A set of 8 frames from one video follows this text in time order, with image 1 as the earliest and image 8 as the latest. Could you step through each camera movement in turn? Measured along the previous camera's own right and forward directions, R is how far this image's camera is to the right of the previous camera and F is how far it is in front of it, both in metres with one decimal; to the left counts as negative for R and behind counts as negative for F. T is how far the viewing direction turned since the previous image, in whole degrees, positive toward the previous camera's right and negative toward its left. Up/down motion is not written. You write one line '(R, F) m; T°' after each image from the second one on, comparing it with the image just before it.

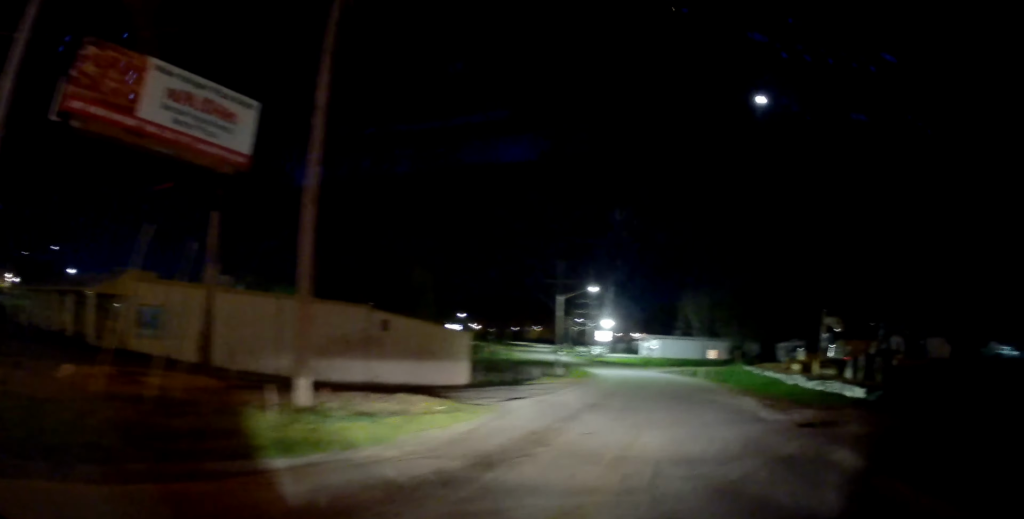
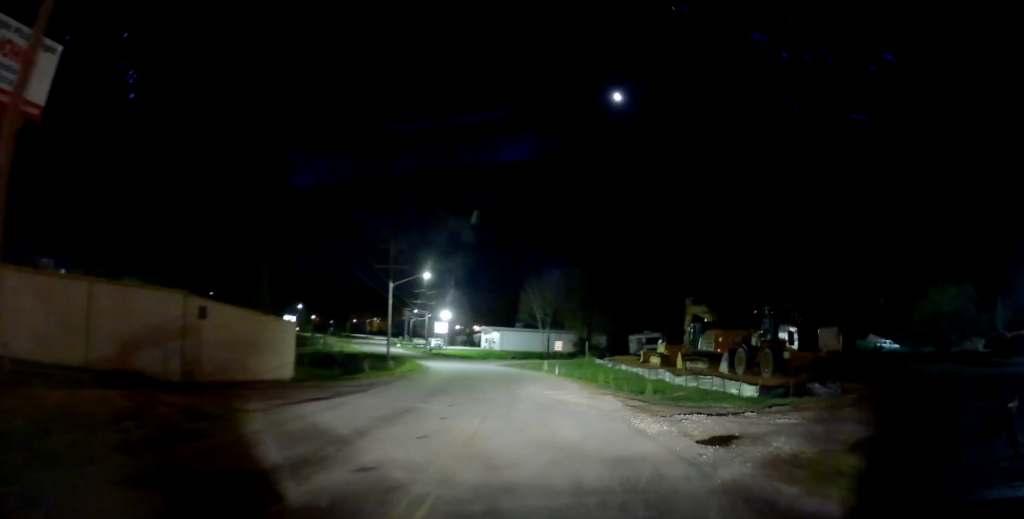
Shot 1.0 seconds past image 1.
(+0.3, +4.4) m; +25°
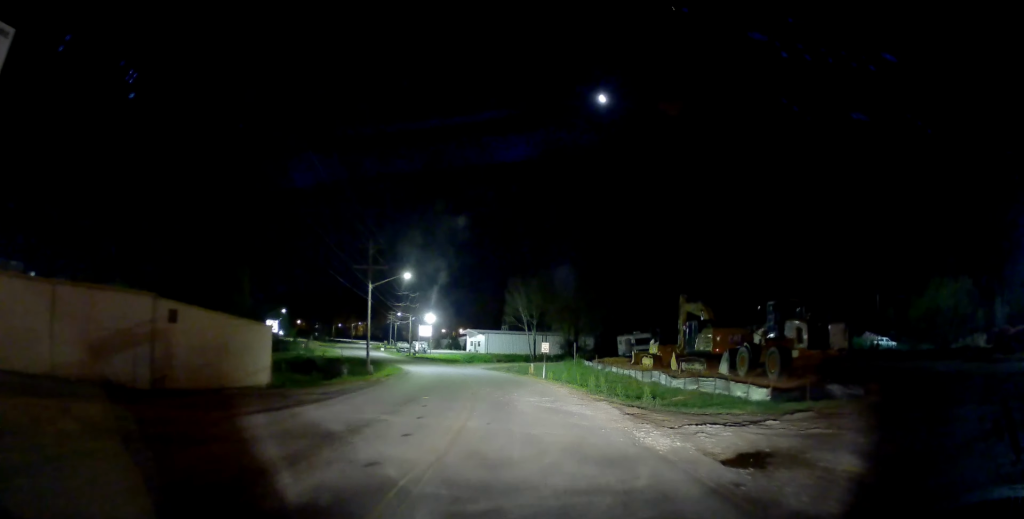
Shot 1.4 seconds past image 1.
(+0.1, +1.8) m; +10°
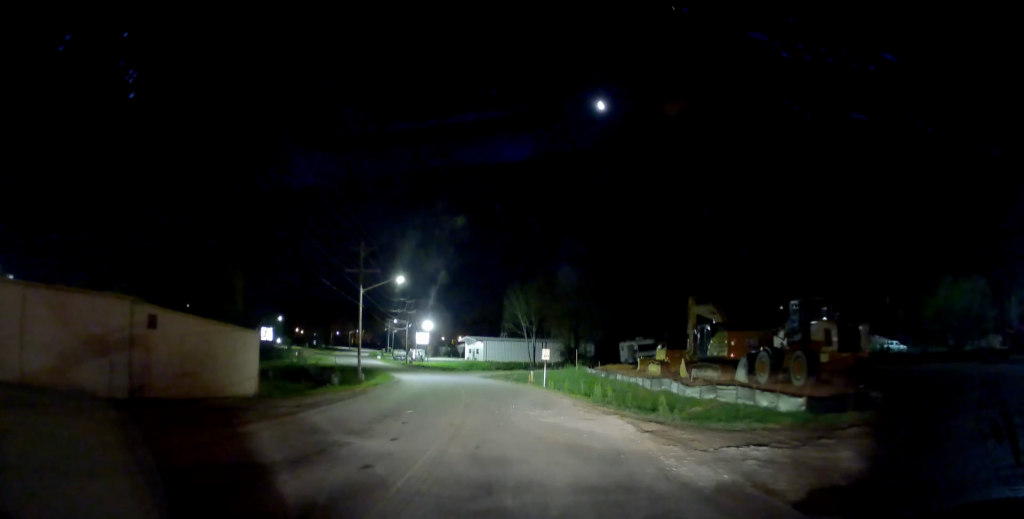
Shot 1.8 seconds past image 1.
(+0.8, +2.0) m; +6°
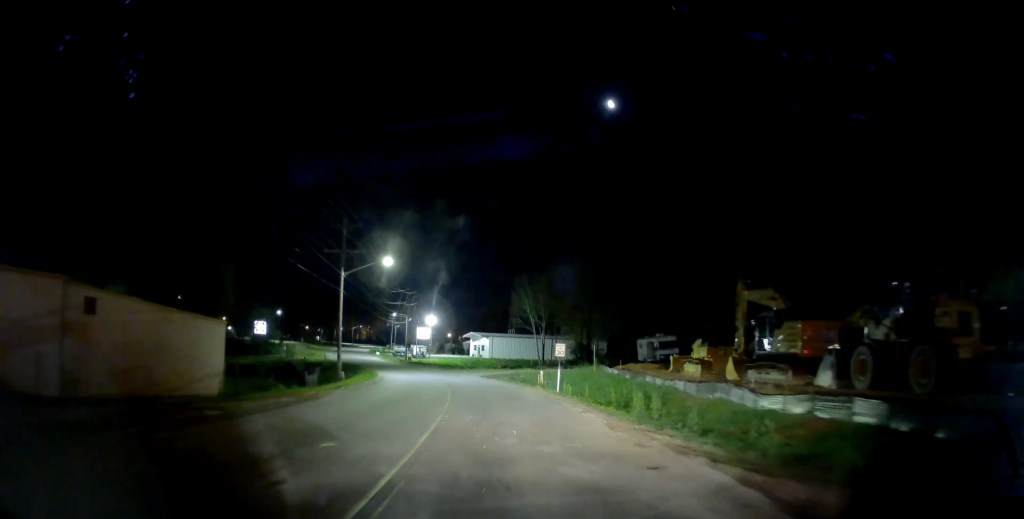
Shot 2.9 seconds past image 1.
(+0.3, +5.8) m; +2°
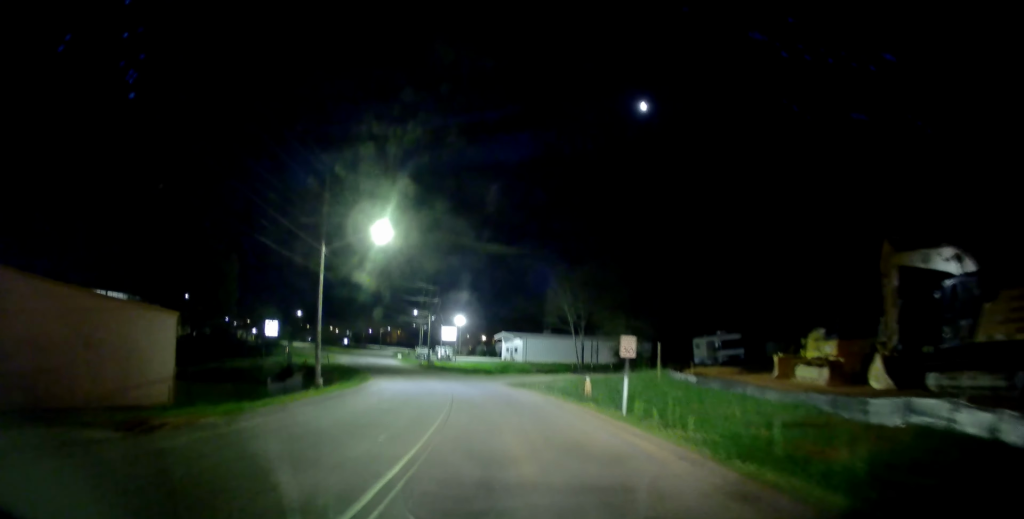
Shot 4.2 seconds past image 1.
(0.0, +8.4) m; -5°
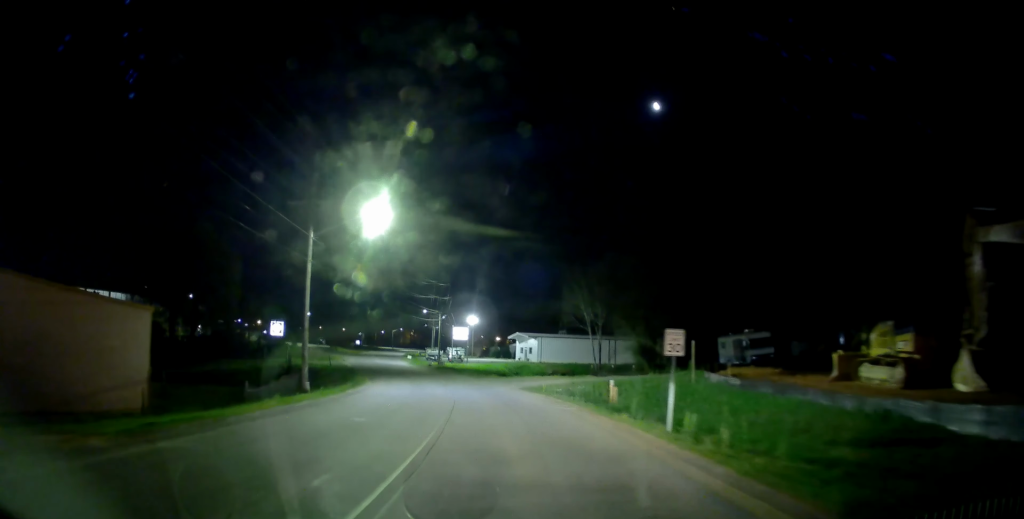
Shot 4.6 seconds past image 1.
(-0.3, +3.4) m; -1°
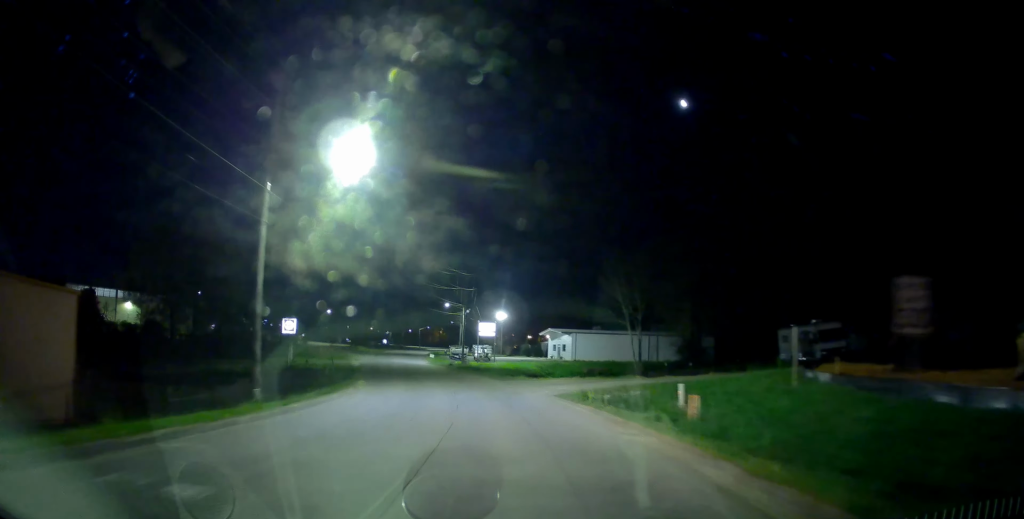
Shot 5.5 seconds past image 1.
(-0.3, +6.8) m; -2°
